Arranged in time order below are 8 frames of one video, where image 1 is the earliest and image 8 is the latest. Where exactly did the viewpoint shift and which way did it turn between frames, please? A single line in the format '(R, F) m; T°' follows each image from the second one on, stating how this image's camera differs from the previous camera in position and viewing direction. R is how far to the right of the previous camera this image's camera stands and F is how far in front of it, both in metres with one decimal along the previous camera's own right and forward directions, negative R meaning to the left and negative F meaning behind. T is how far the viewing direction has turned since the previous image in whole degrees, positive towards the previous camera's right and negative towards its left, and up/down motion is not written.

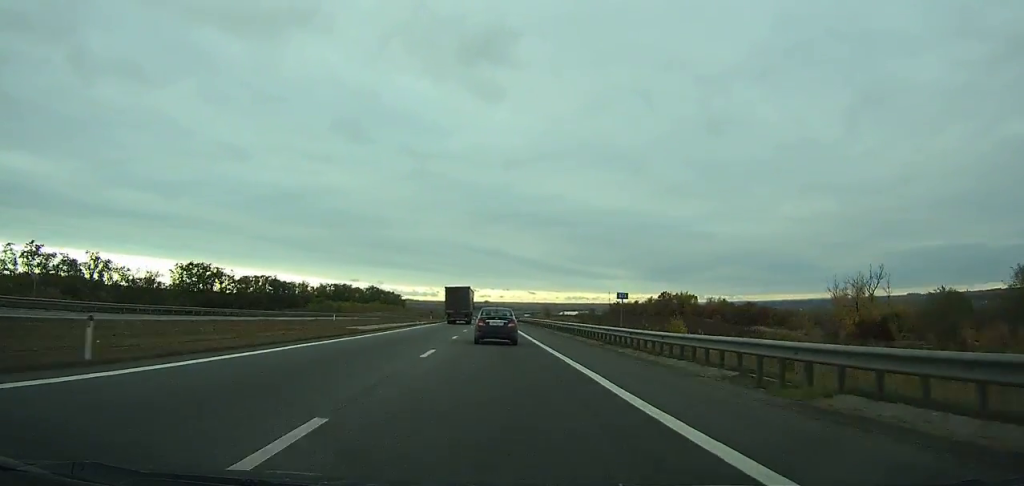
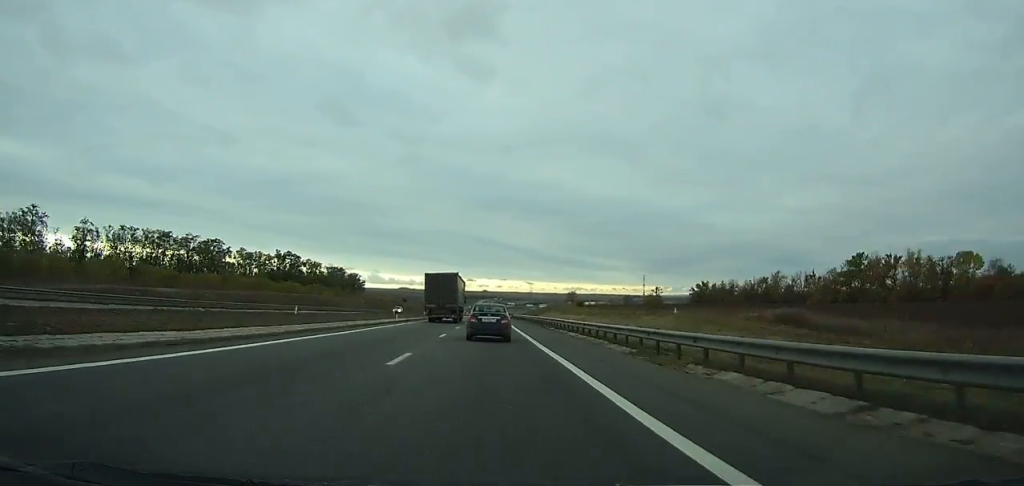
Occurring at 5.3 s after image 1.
(-0.4, +145.1) m; 0°
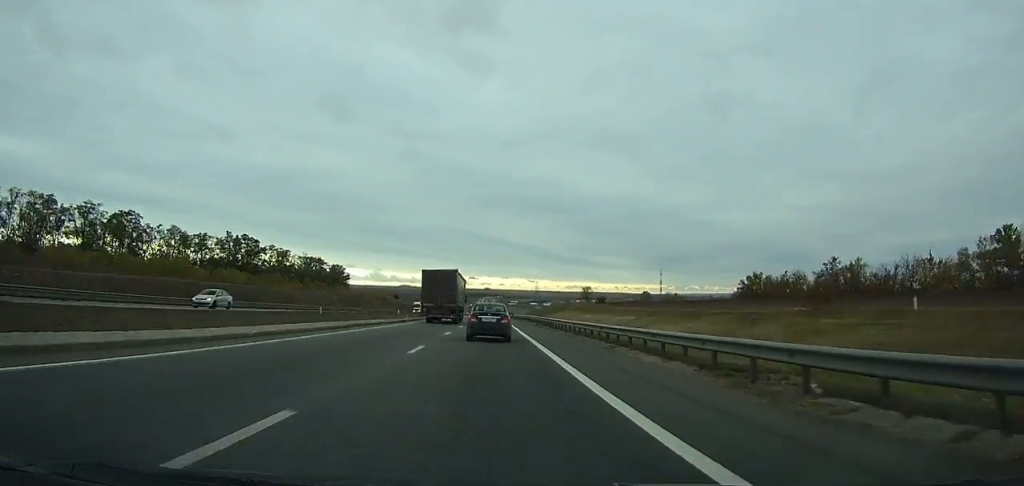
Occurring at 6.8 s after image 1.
(+0.1, +41.6) m; 0°
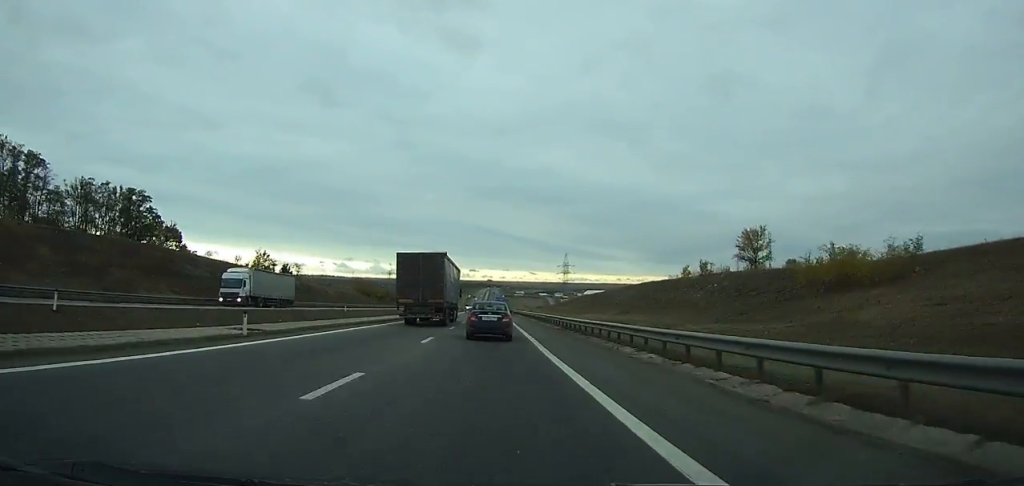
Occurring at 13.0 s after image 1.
(-0.3, +182.2) m; 0°
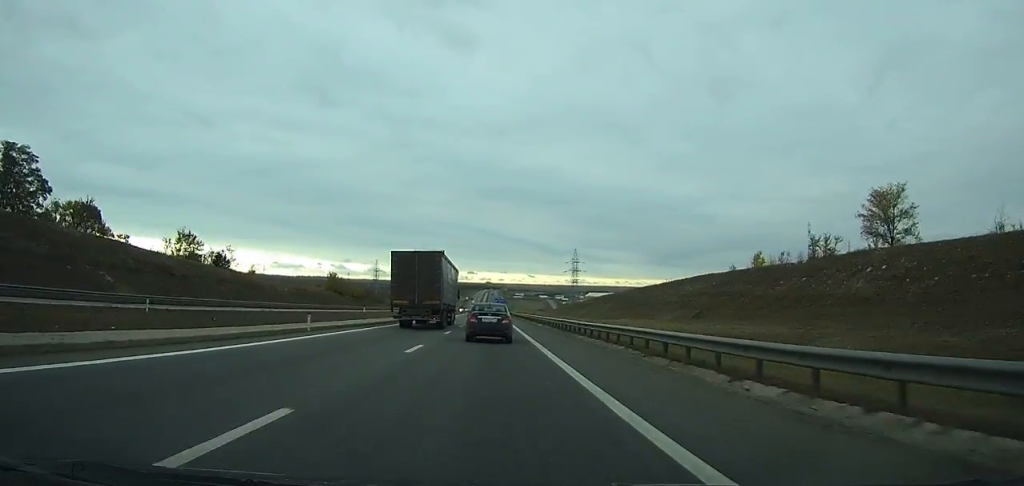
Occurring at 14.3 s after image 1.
(0.0, +39.6) m; 0°
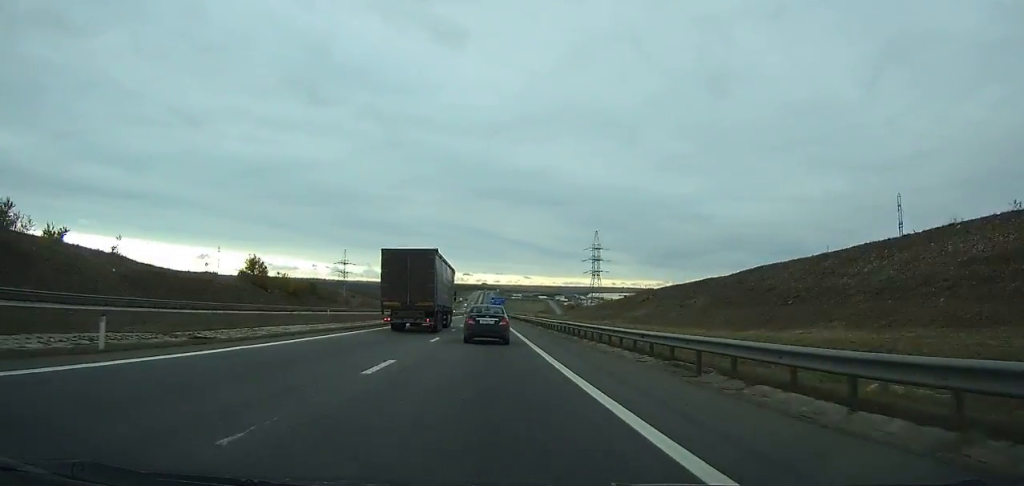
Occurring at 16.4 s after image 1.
(0.0, +64.2) m; 0°
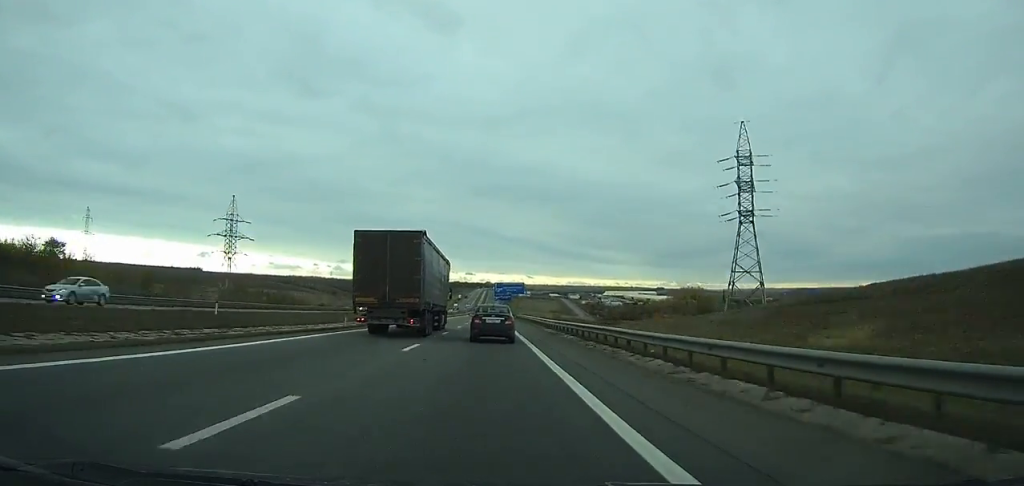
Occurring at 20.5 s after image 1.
(+0.1, +127.0) m; 0°
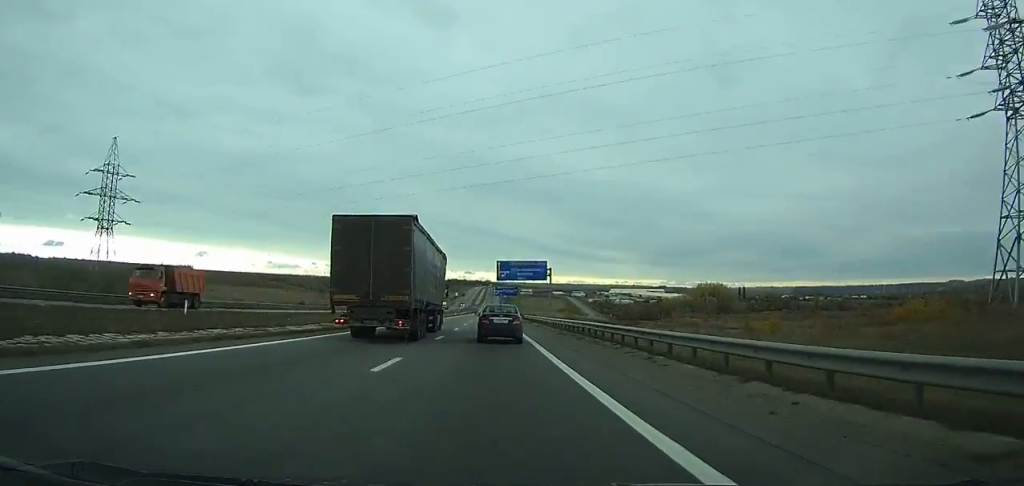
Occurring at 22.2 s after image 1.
(0.0, +53.2) m; 0°
